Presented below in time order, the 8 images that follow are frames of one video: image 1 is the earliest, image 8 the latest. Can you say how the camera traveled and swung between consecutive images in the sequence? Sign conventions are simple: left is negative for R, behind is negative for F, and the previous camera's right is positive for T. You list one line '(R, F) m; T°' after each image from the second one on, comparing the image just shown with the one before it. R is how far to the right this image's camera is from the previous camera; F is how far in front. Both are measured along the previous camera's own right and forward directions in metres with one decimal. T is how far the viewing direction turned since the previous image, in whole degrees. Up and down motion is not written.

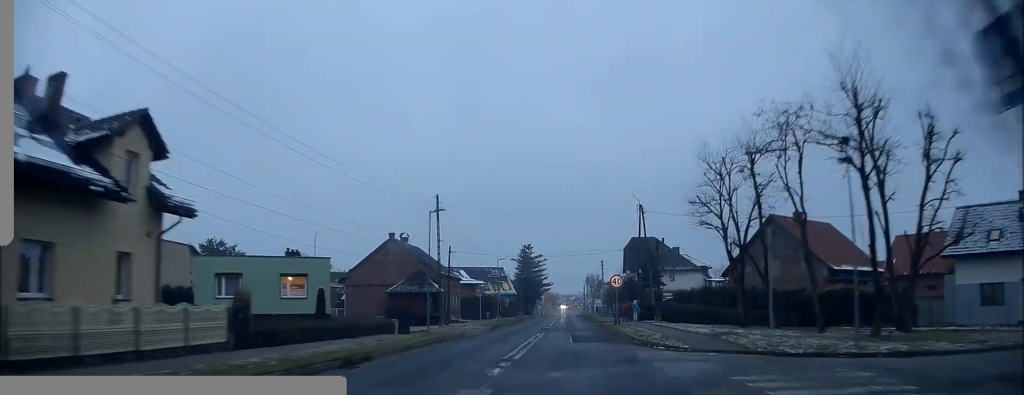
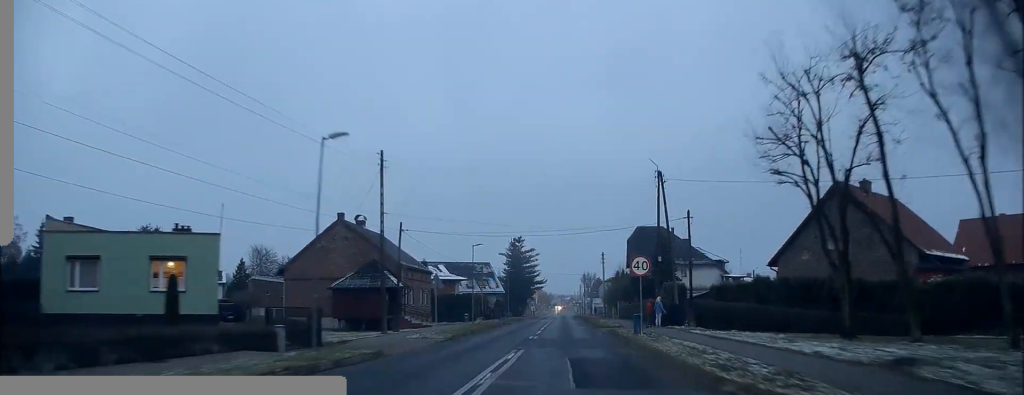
(-0.1, +13.3) m; 0°
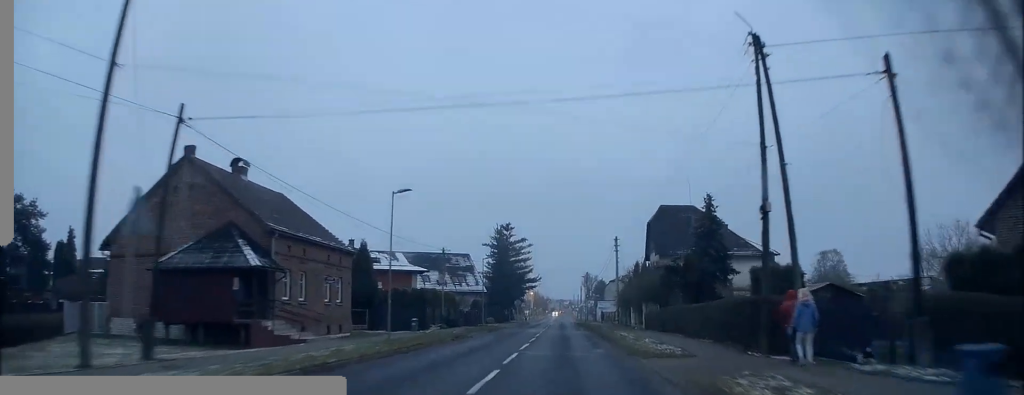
(+0.3, +22.0) m; +1°
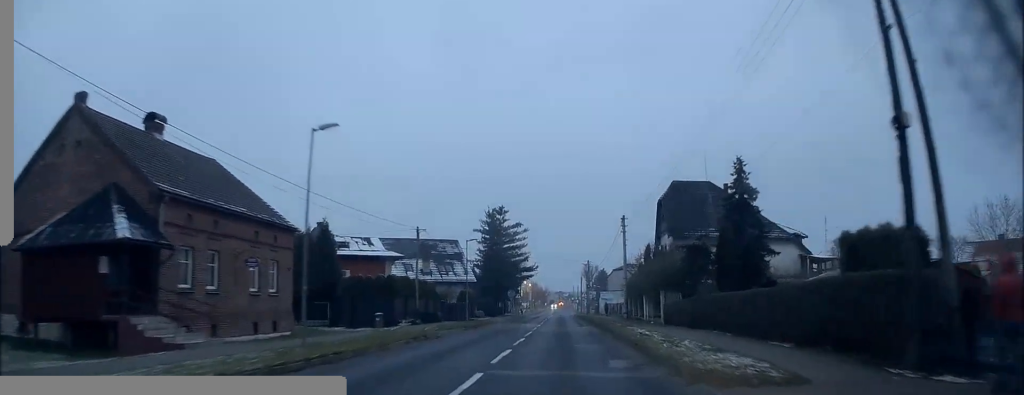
(-0.2, +8.3) m; 0°
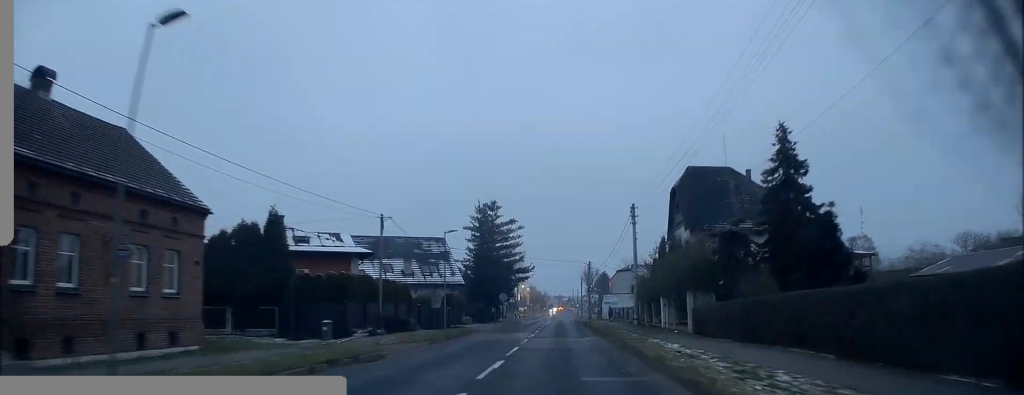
(+0.1, +7.4) m; 0°
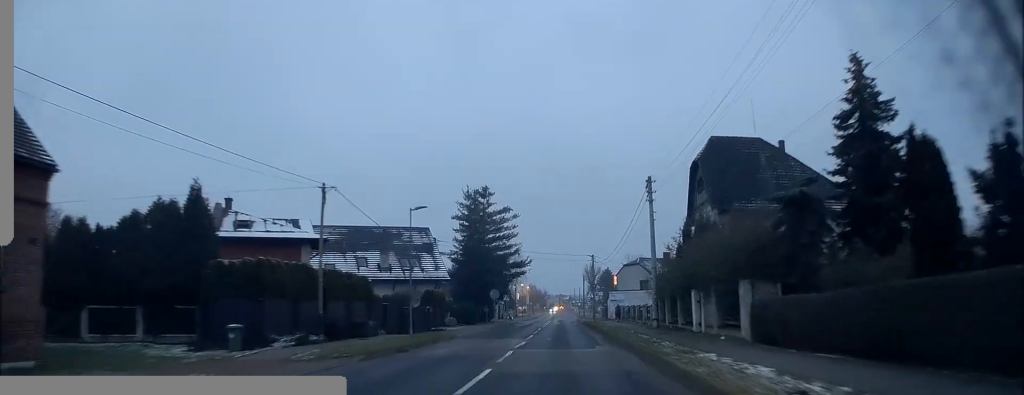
(0.0, +8.3) m; 0°
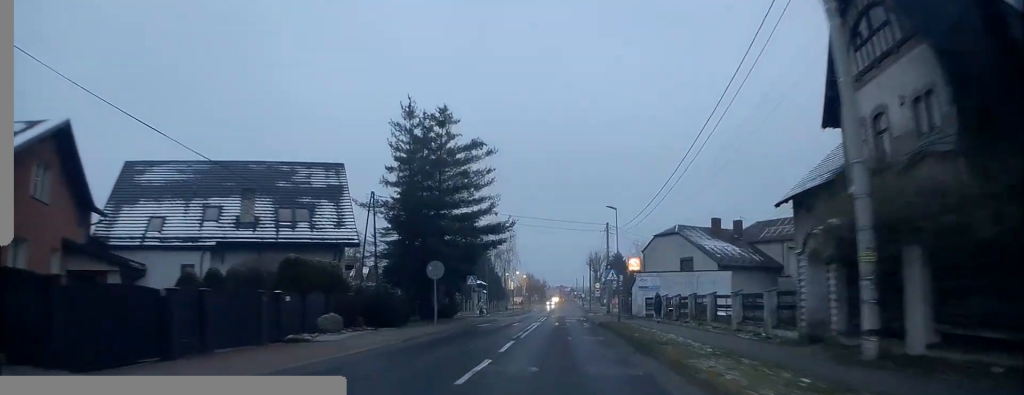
(0.0, +24.3) m; 0°
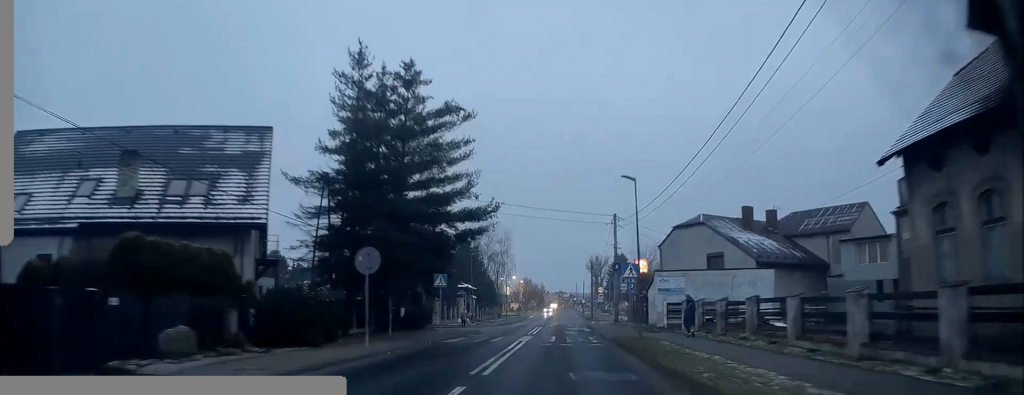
(-0.1, +9.4) m; -1°
